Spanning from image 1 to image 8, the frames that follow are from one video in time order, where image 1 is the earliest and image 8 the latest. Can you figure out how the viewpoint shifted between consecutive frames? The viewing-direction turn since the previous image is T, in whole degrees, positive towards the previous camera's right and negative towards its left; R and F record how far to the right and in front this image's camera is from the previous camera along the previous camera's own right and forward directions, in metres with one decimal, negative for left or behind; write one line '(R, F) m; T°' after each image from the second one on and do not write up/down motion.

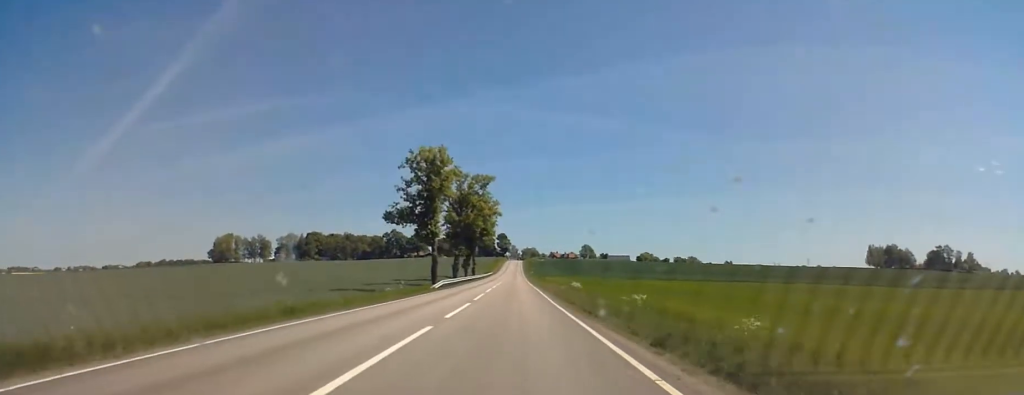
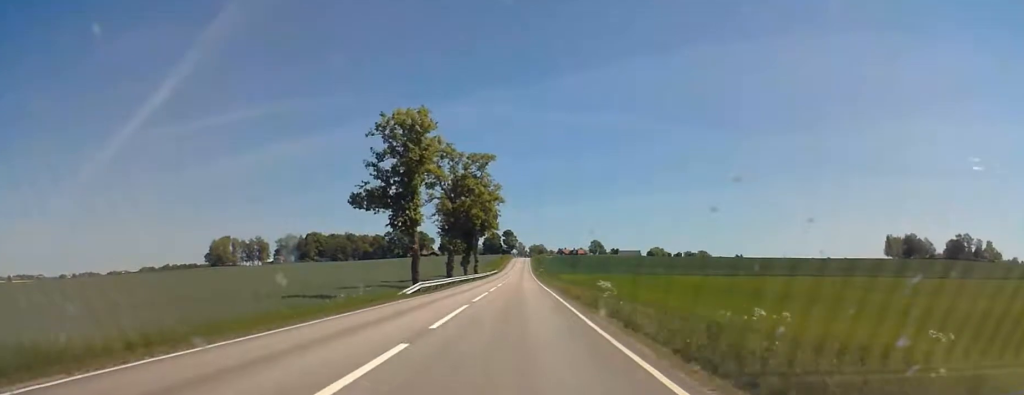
(-0.2, +16.0) m; -1°
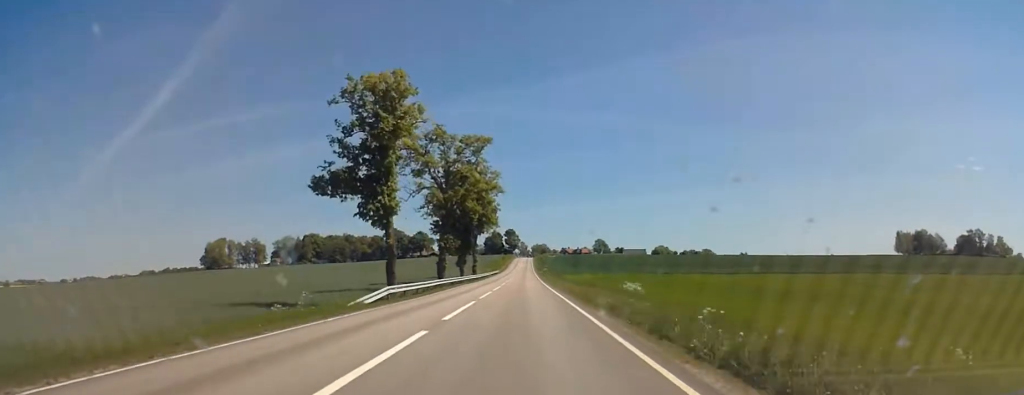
(0.0, +10.5) m; 0°
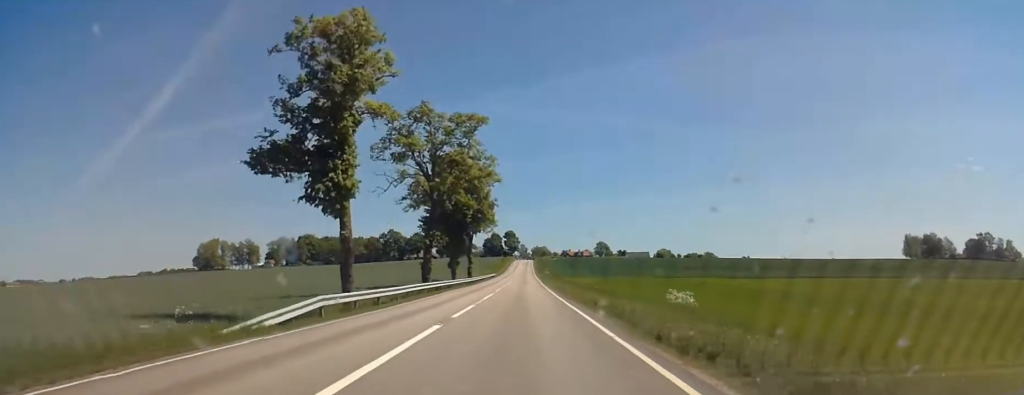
(0.0, +10.7) m; 0°
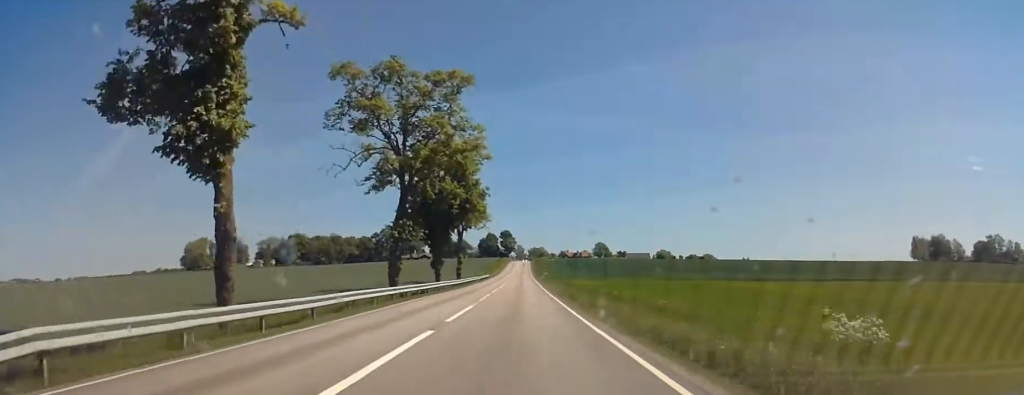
(-0.1, +13.4) m; 0°
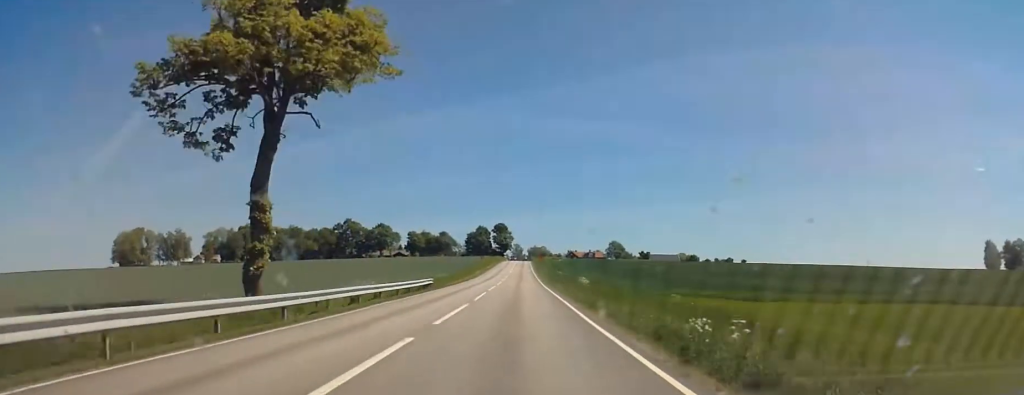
(-0.8, +87.8) m; -1°
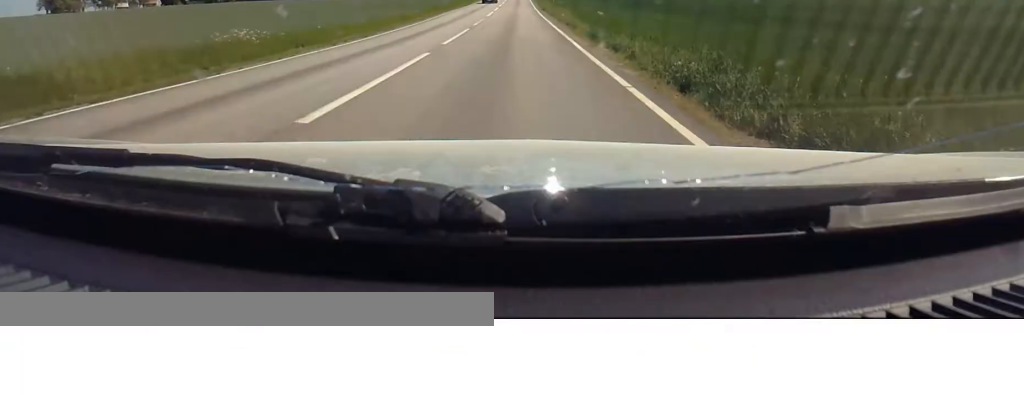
(0.0, +28.8) m; 0°
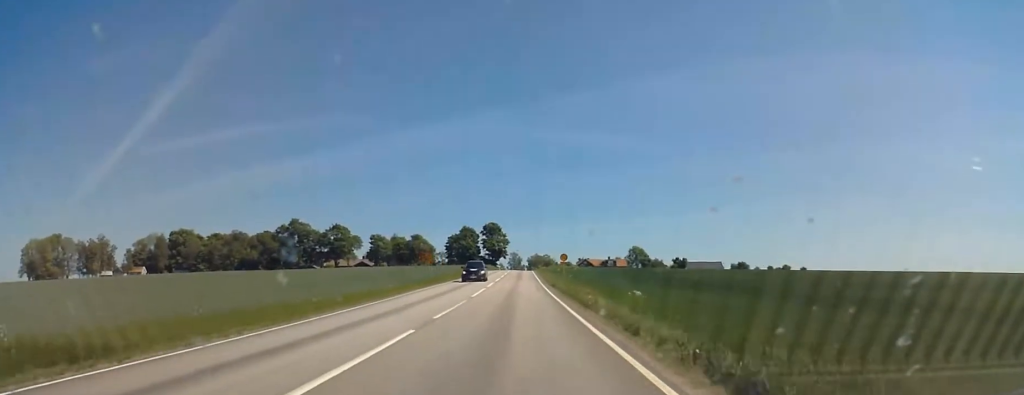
(0.0, +18.5) m; 0°
